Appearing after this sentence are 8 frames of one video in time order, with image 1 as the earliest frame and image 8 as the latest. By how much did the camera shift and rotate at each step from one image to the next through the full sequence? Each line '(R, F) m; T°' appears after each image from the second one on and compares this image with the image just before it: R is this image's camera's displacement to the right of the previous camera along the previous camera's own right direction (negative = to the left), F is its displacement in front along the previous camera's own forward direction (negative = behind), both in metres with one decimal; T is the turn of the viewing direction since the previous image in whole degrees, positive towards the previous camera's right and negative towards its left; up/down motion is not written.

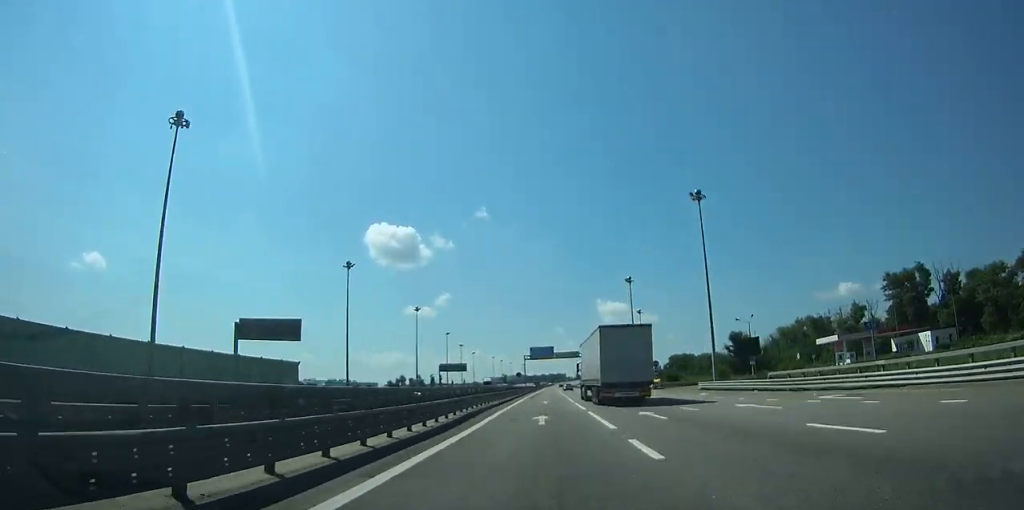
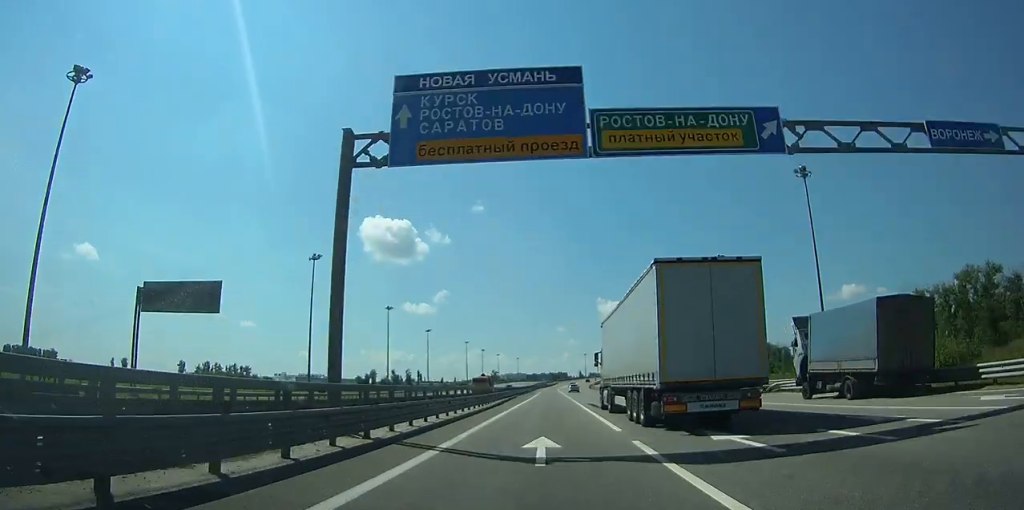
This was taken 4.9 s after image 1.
(-0.6, +110.7) m; 0°
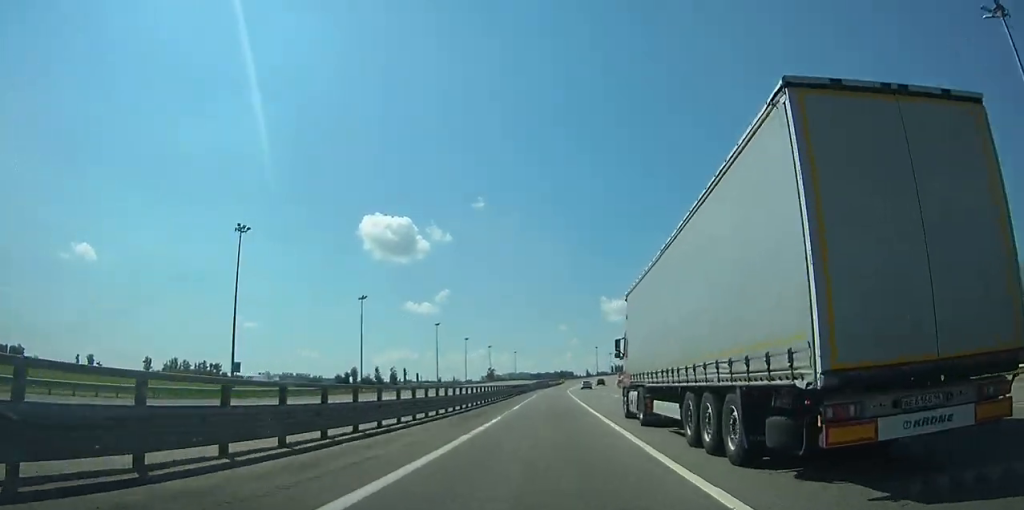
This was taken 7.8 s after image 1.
(+0.1, +66.1) m; +1°
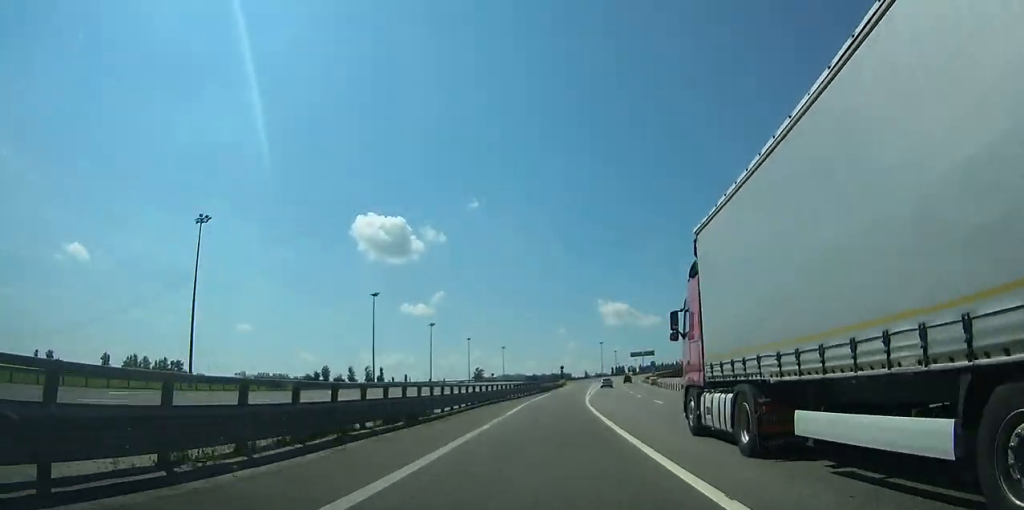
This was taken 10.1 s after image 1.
(+0.2, +54.5) m; +1°
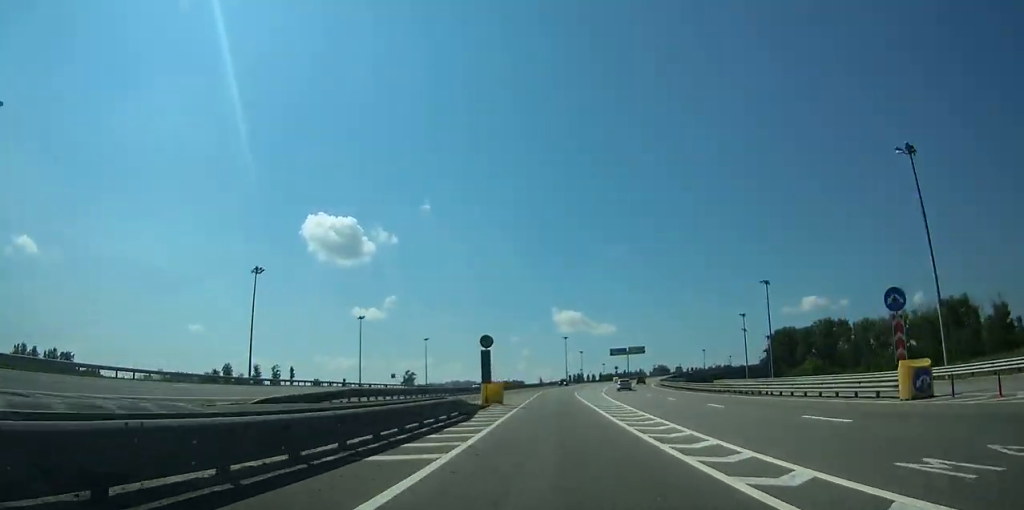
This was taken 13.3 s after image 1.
(+1.9, +79.9) m; +4°
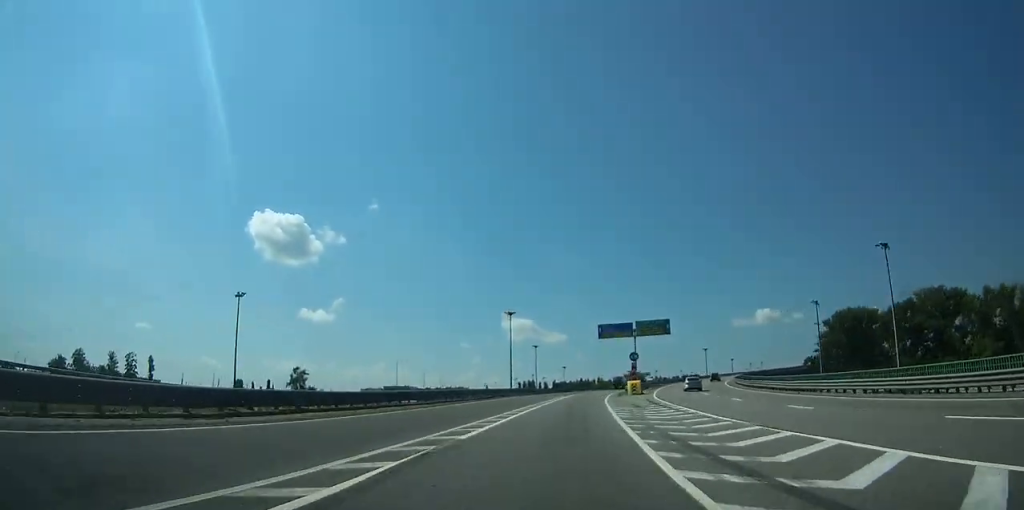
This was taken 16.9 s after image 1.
(+4.6, +88.6) m; +7°
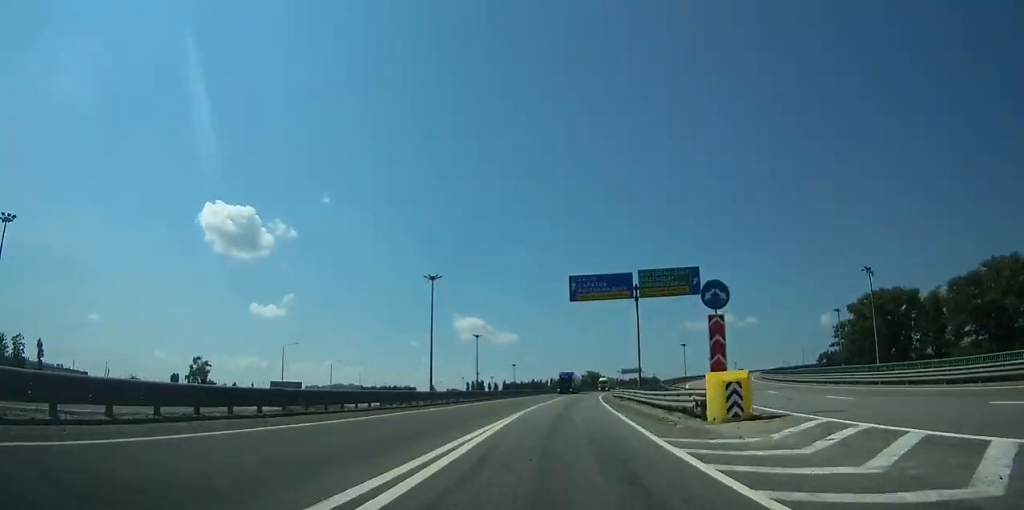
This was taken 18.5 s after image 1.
(+0.3, +38.4) m; +3°
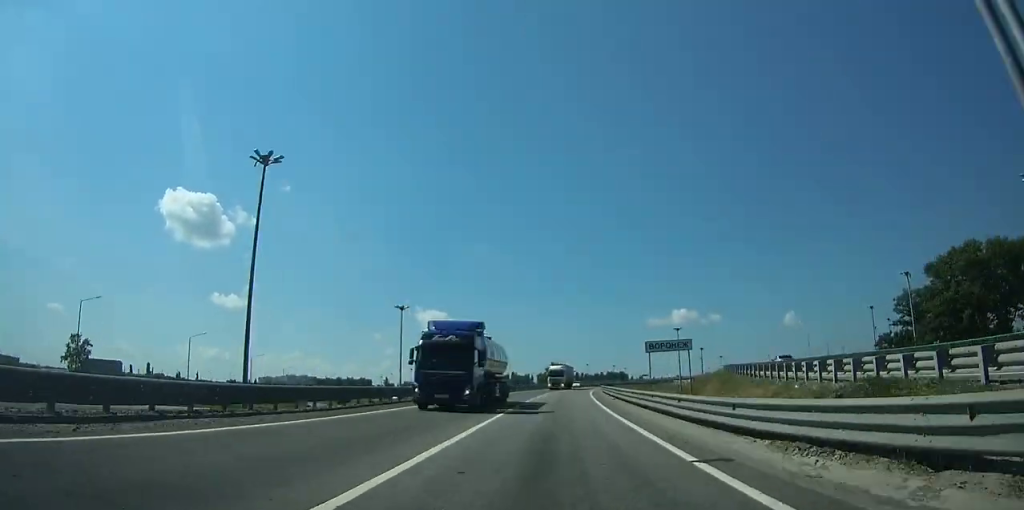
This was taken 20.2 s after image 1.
(+2.0, +38.9) m; +3°
